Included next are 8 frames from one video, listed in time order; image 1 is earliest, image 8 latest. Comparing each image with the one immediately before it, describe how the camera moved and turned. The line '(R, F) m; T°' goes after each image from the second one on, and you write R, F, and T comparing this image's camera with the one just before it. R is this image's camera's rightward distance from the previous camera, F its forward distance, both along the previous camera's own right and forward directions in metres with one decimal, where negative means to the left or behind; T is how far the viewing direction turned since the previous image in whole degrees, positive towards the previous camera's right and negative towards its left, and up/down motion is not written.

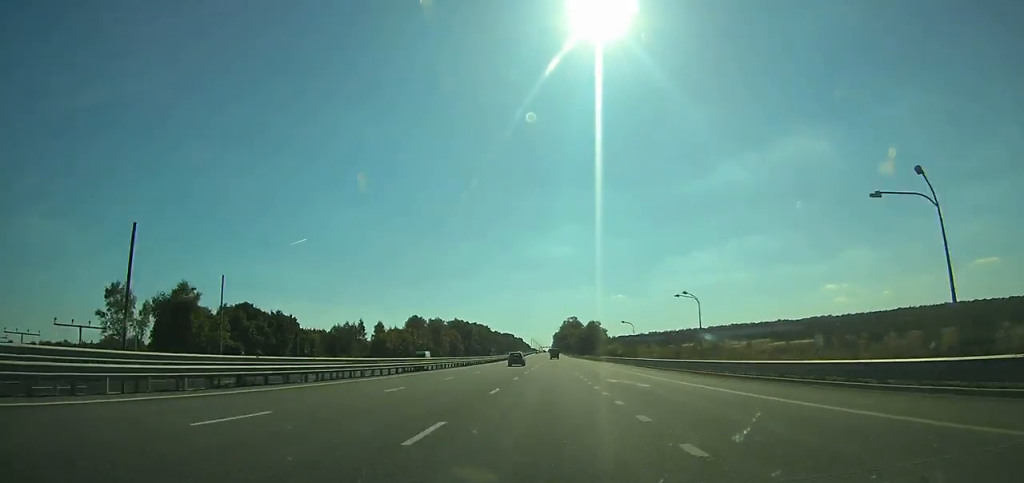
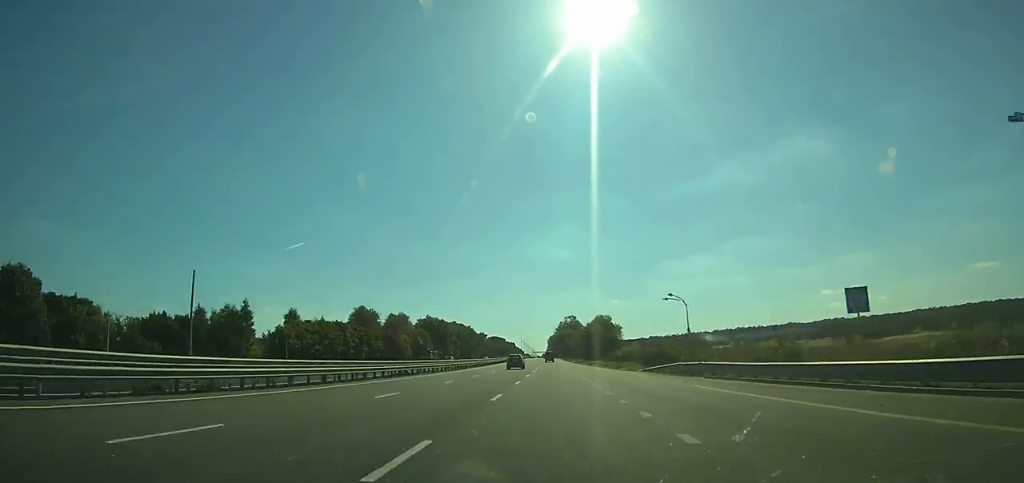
(0.0, +61.6) m; 0°
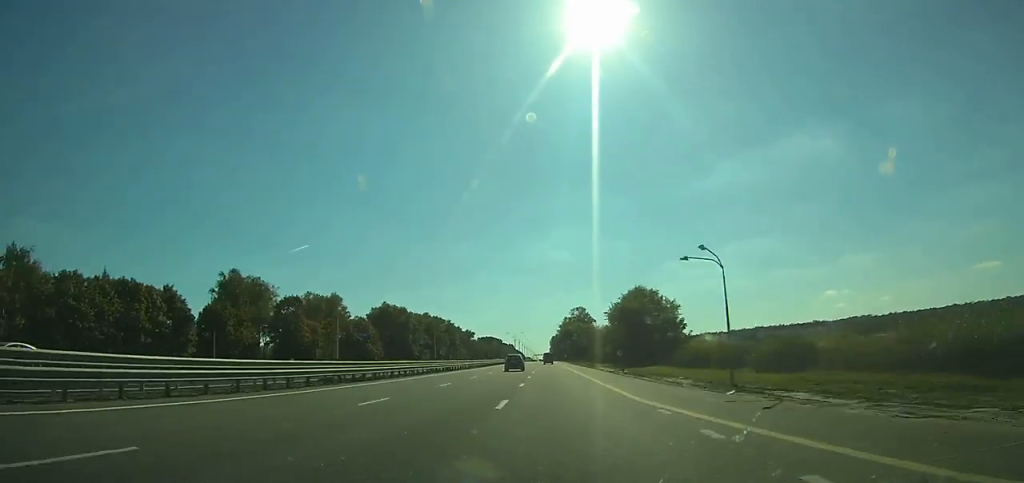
(+0.3, +72.6) m; 0°
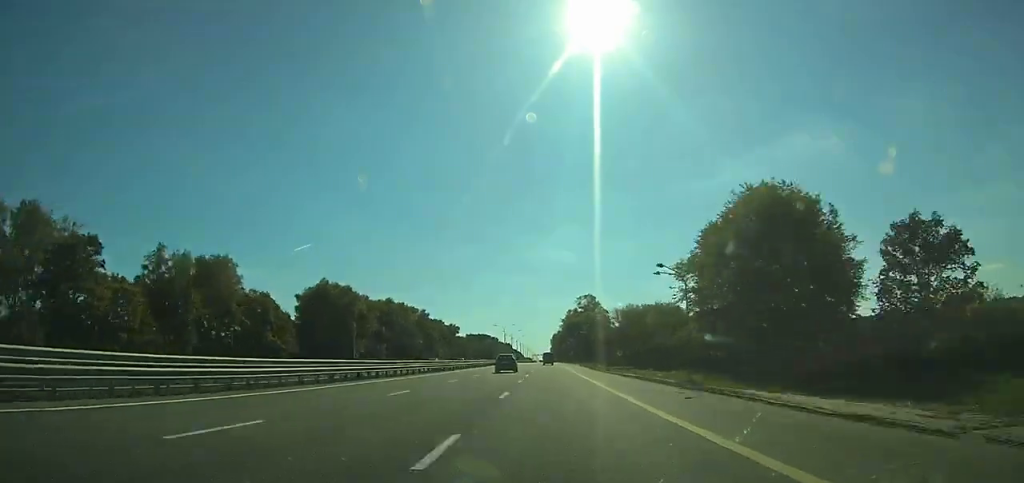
(-0.1, +54.5) m; 0°
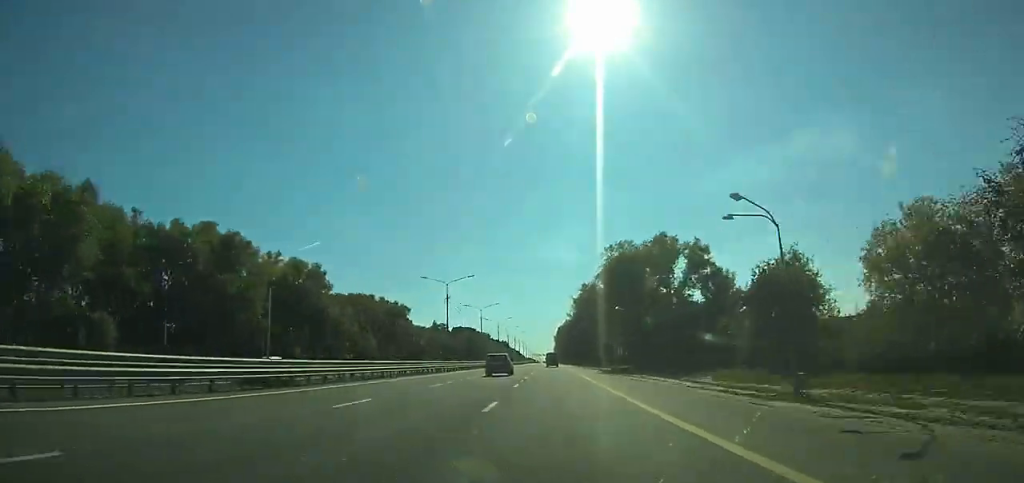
(0.0, +102.6) m; 0°
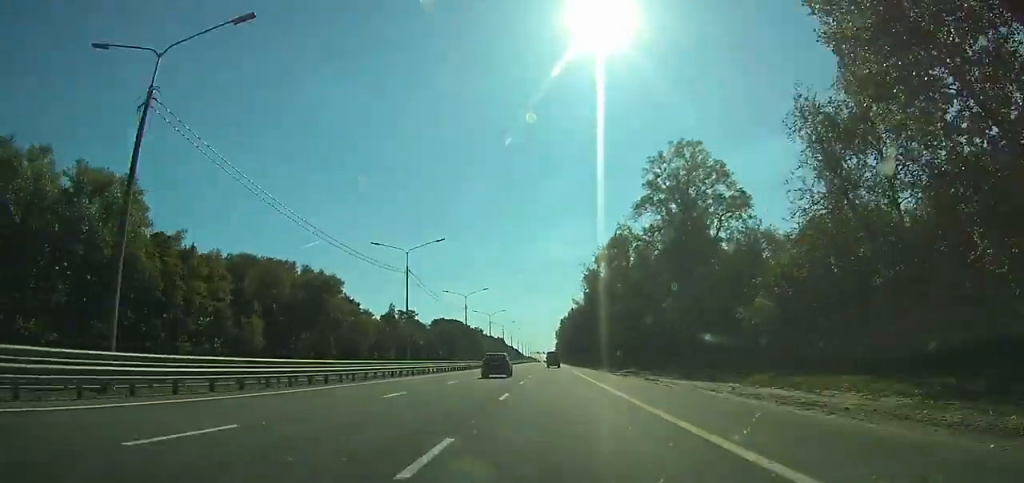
(0.0, +57.1) m; 0°
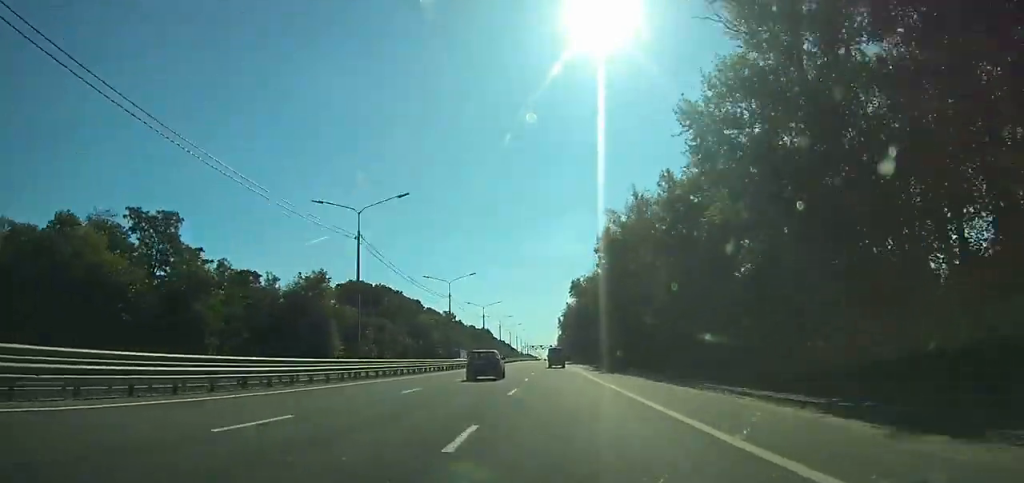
(-0.5, +118.8) m; 0°
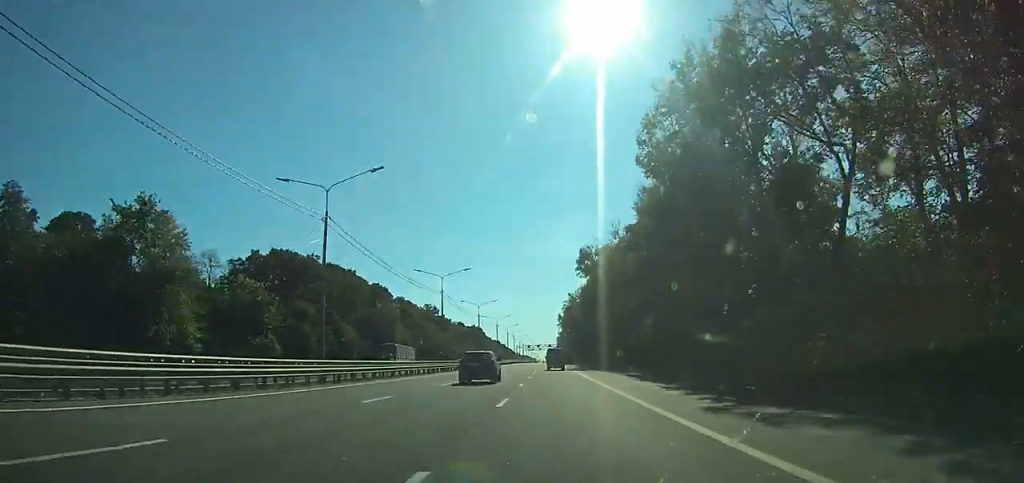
(+0.1, +38.9) m; 0°
